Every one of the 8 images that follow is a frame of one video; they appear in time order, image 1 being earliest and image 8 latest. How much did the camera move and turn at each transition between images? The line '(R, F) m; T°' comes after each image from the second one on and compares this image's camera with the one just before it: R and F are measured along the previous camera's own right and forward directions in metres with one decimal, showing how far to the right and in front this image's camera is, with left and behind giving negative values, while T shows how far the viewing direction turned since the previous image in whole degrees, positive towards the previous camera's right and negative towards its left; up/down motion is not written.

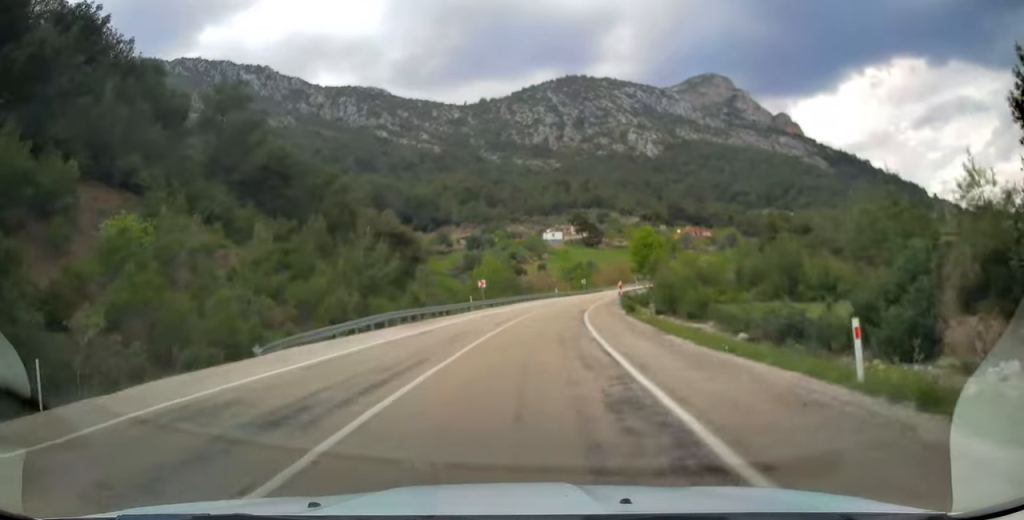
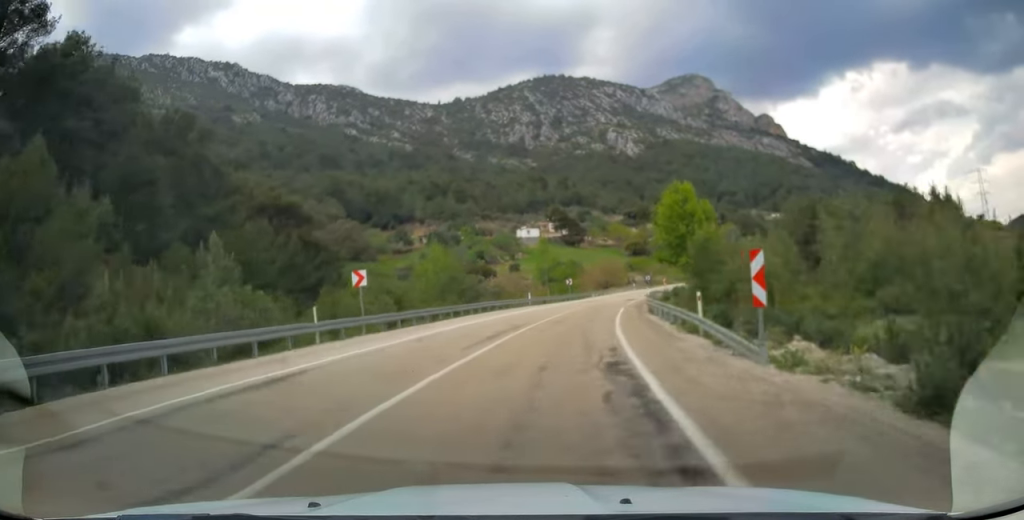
(+0.5, +29.8) m; +3°
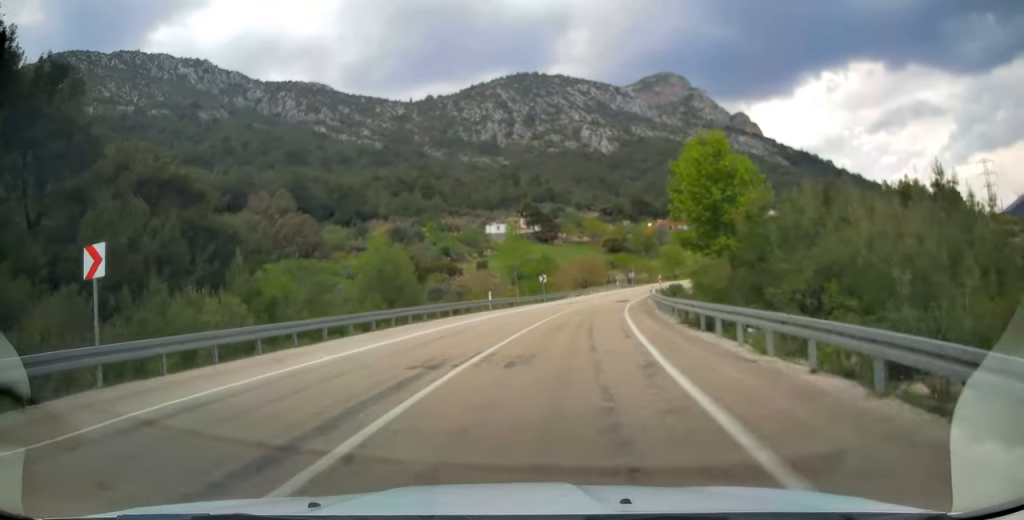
(+0.4, +14.3) m; +2°
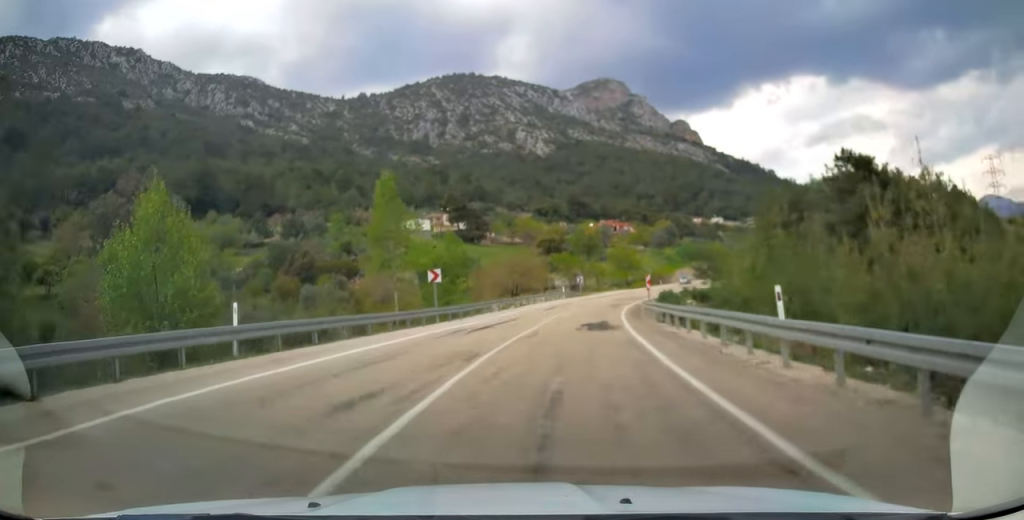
(+1.2, +27.7) m; +6°
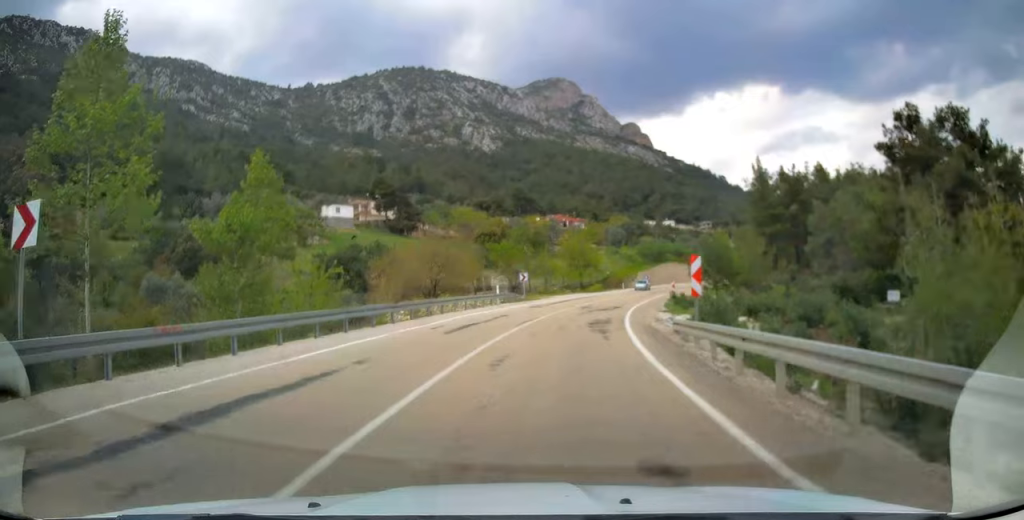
(+1.3, +22.1) m; +6°
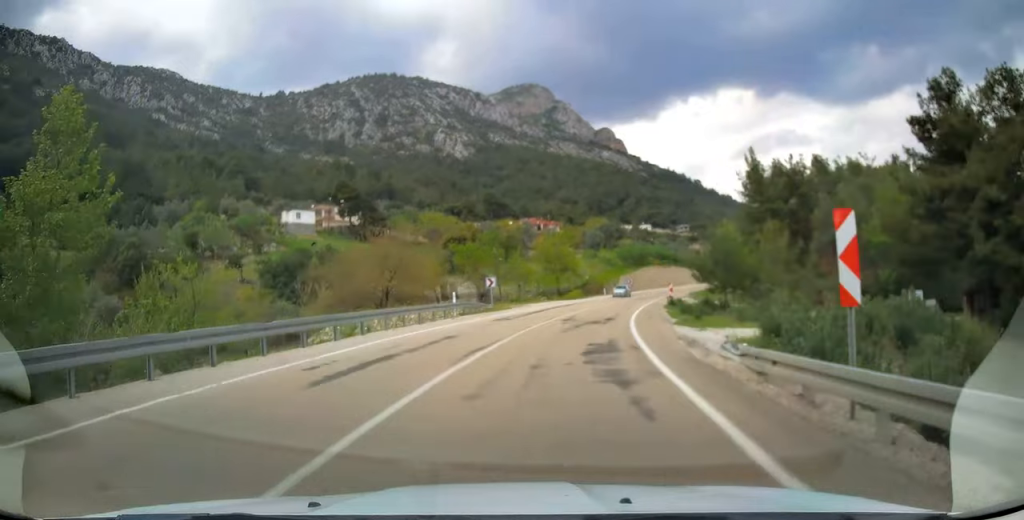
(+0.2, +8.9) m; +3°
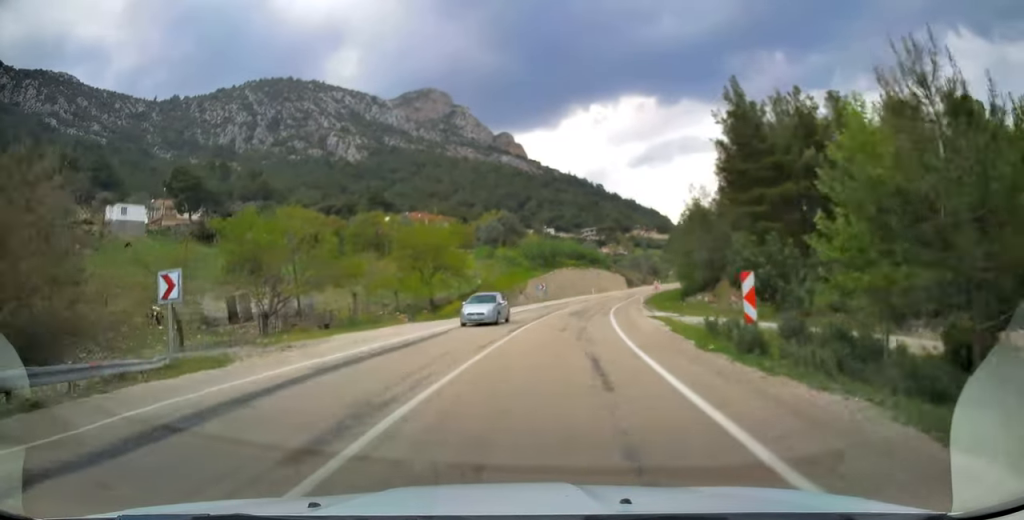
(+2.6, +31.4) m; +9°
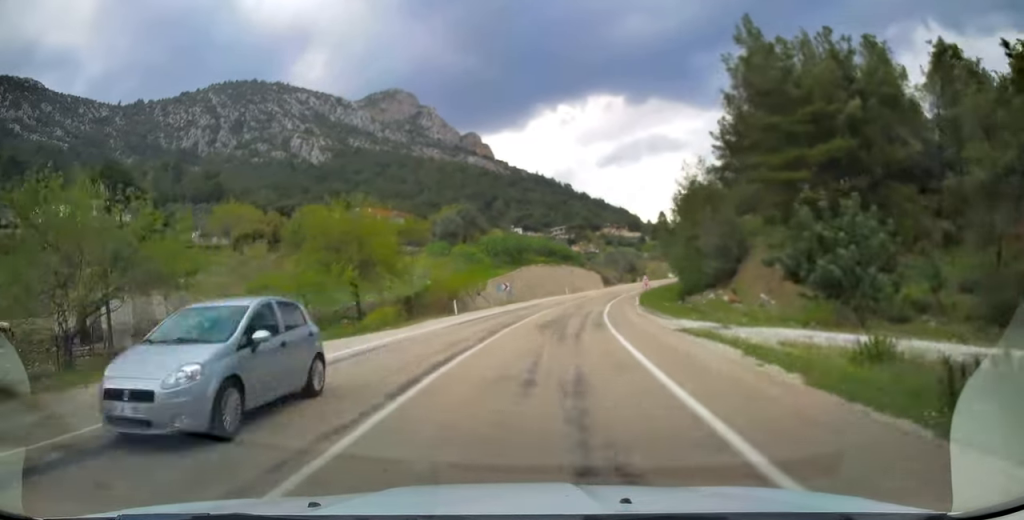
(+0.4, +13.2) m; +3°
